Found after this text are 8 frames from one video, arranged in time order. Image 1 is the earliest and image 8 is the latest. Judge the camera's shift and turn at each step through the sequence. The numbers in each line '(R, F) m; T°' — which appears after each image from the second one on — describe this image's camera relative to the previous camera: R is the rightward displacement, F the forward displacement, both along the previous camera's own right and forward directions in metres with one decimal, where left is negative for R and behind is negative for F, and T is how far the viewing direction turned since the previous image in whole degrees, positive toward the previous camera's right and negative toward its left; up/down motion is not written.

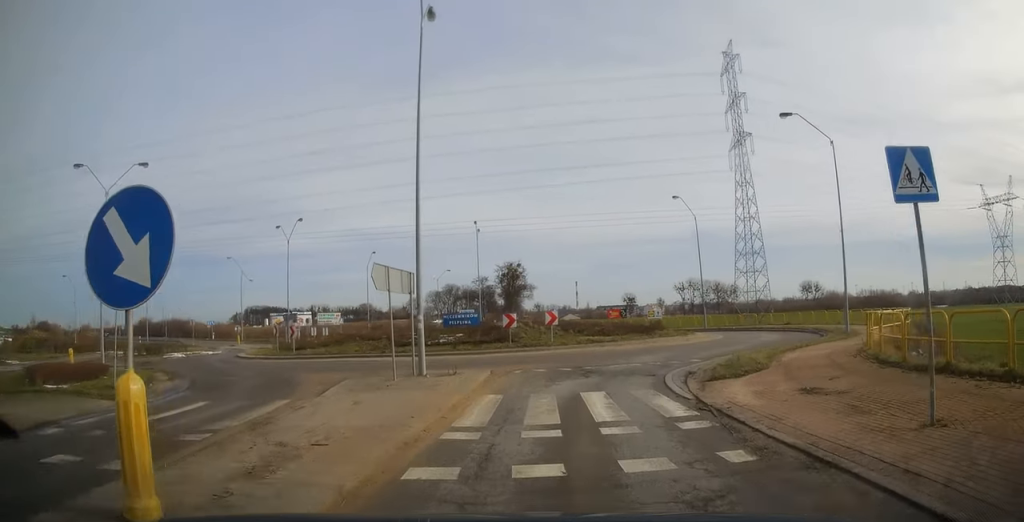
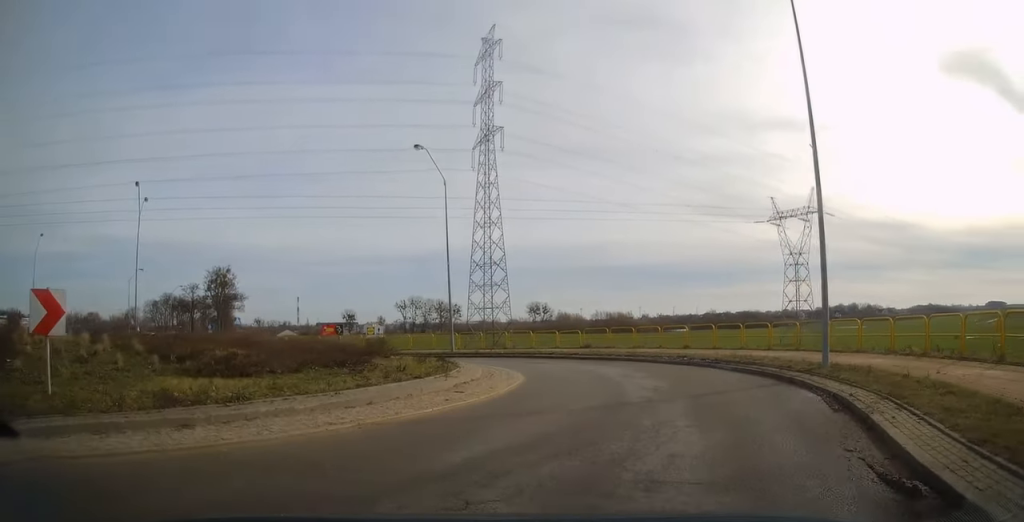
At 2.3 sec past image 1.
(+2.7, +20.5) m; +22°
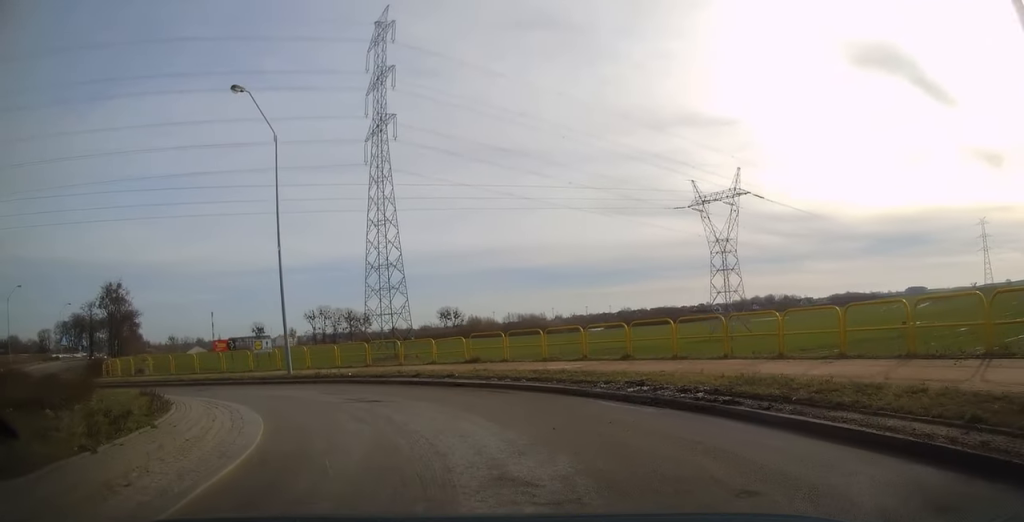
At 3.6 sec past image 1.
(+1.6, +10.5) m; +10°
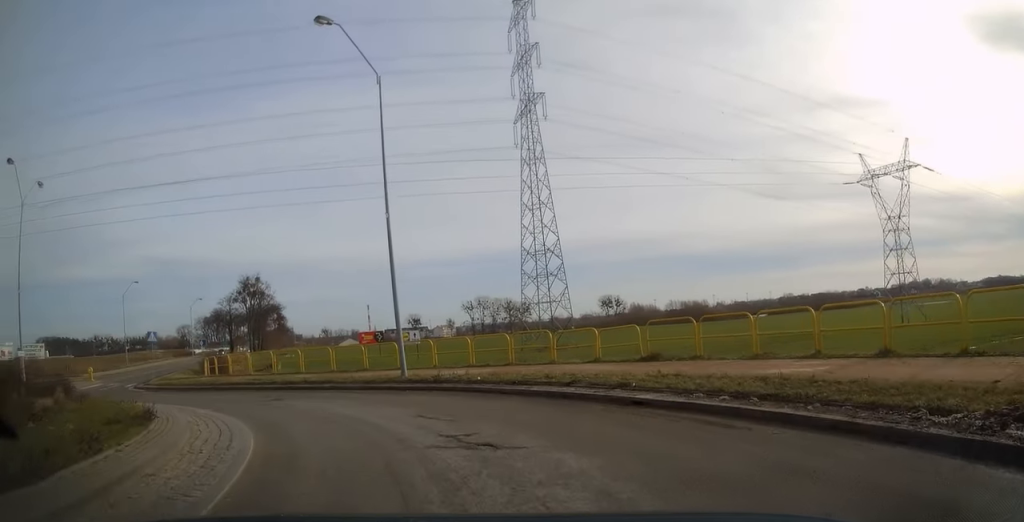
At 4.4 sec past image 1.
(0.0, +6.2) m; -7°
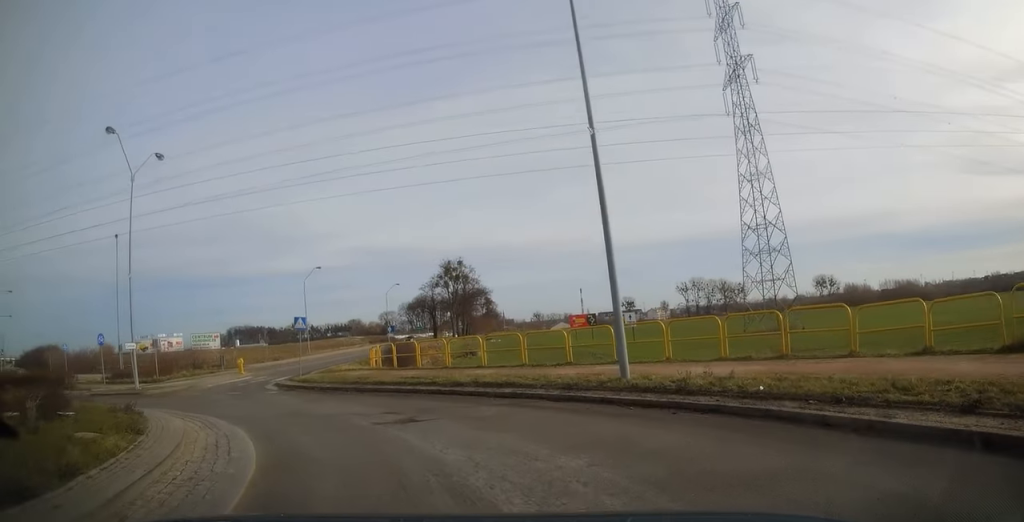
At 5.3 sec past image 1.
(-0.7, +6.7) m; -19°
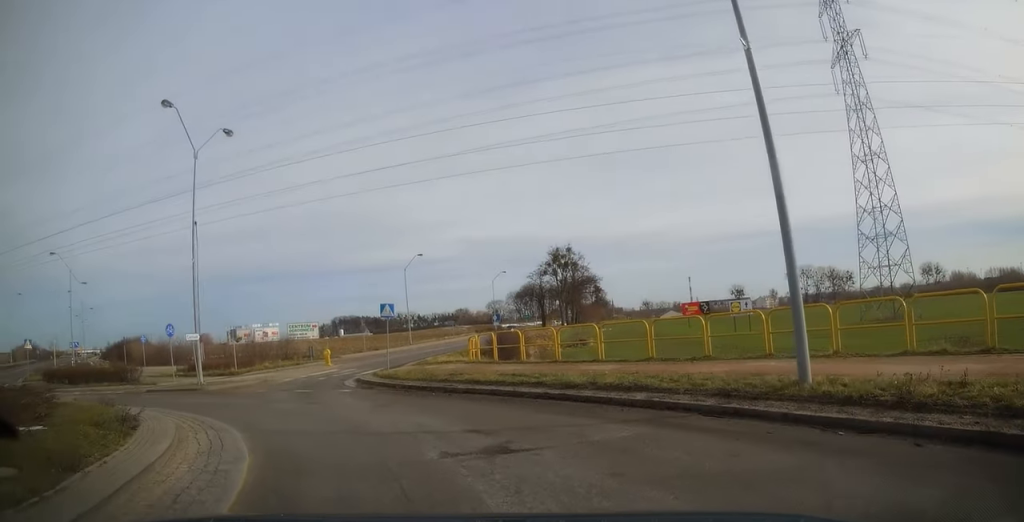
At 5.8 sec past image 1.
(-0.4, +3.4) m; -11°
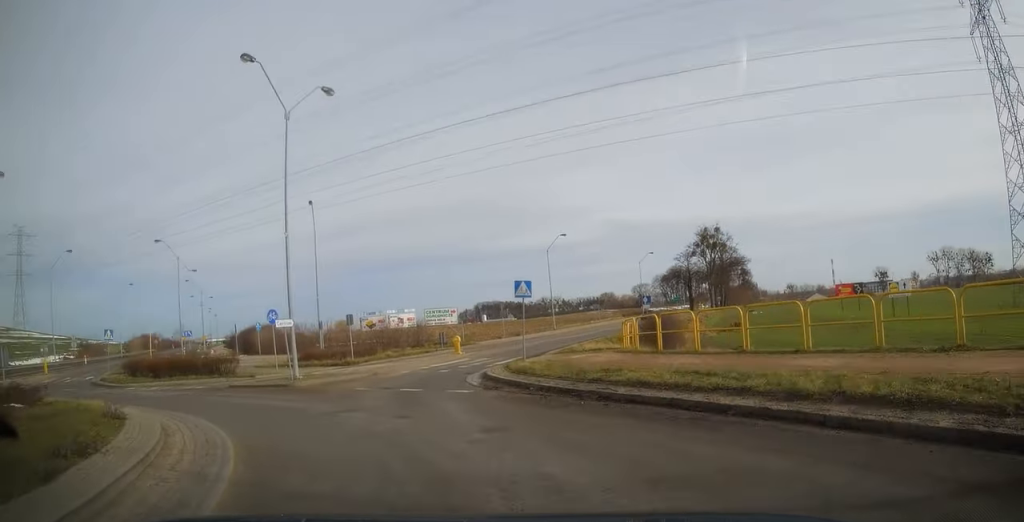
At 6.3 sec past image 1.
(-0.6, +4.4) m; -15°
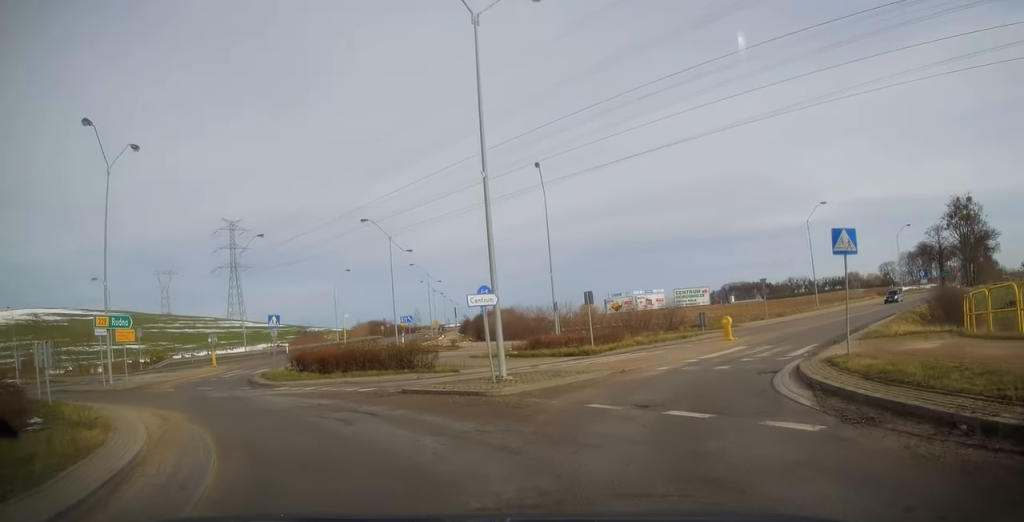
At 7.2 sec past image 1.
(-1.3, +6.9) m; -26°
